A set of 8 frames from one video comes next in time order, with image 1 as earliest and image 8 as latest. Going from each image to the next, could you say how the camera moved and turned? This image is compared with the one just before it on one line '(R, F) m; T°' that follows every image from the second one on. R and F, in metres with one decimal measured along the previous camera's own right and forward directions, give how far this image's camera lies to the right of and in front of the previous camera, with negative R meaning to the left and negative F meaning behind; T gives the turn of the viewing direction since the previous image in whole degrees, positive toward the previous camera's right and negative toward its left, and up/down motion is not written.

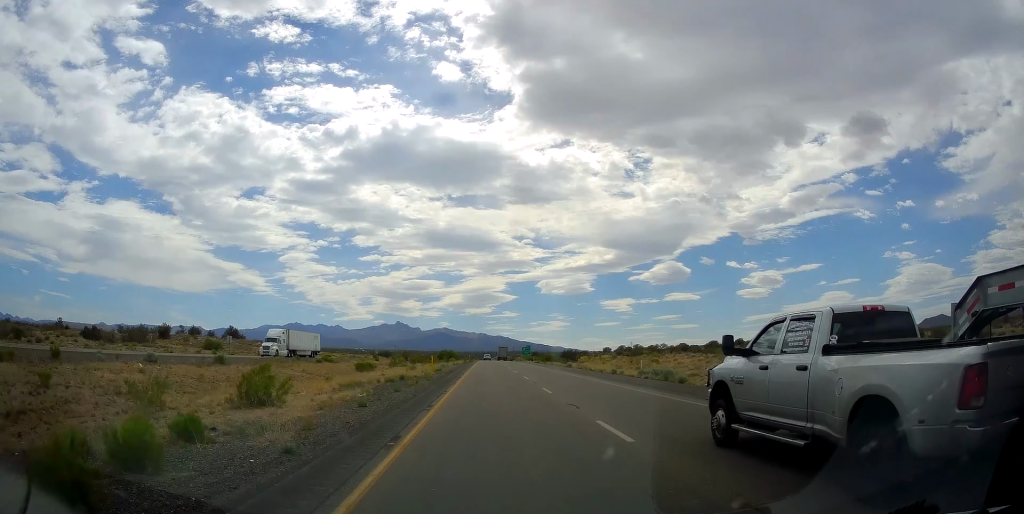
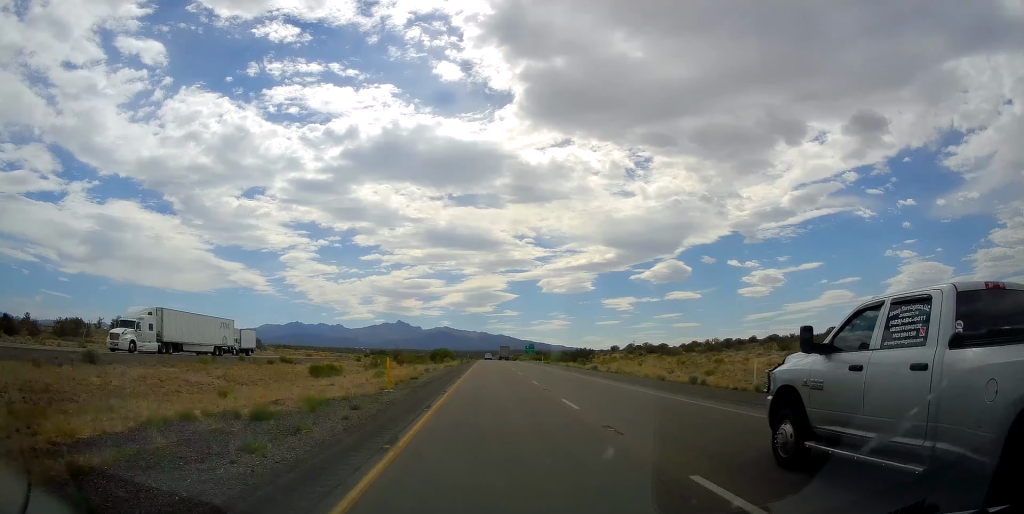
(0.0, +18.5) m; 0°
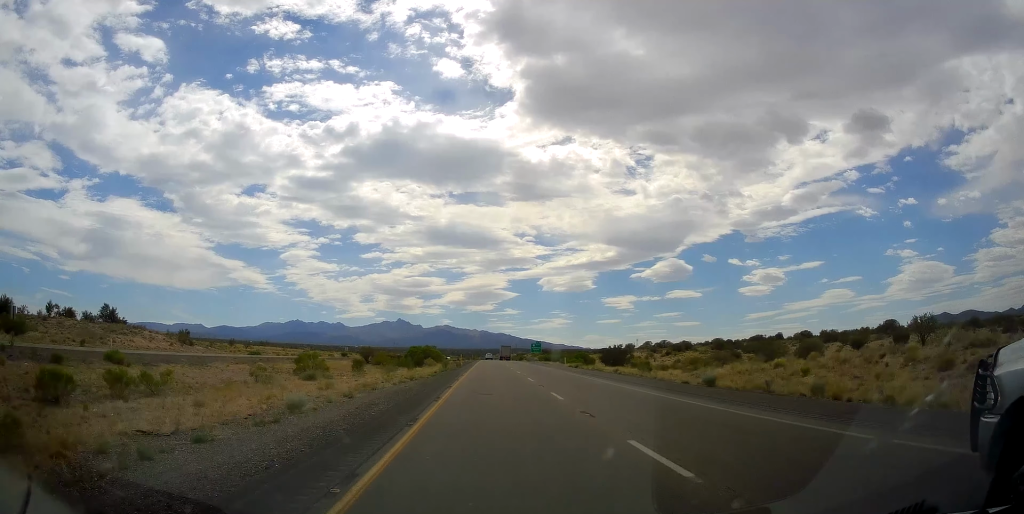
(0.0, +33.5) m; -1°
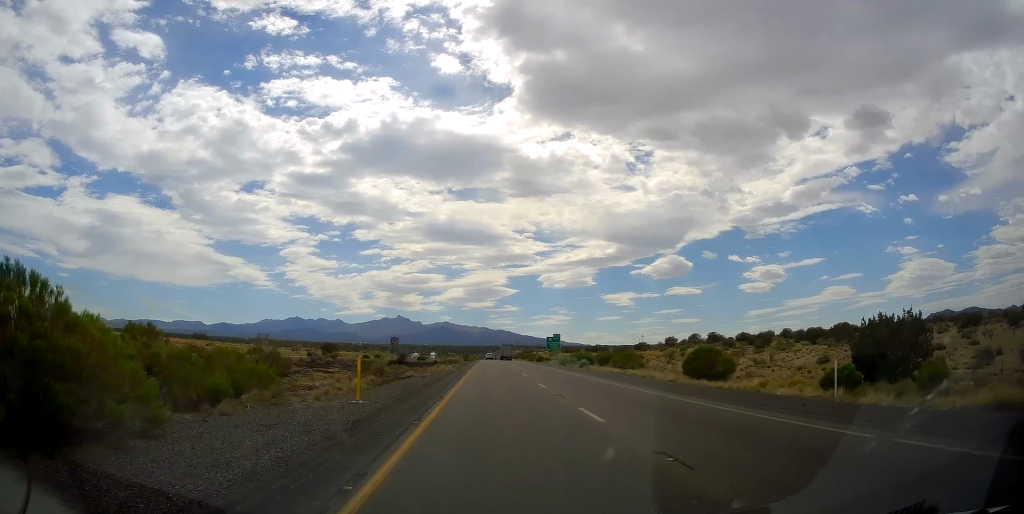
(-0.6, +66.9) m; 0°
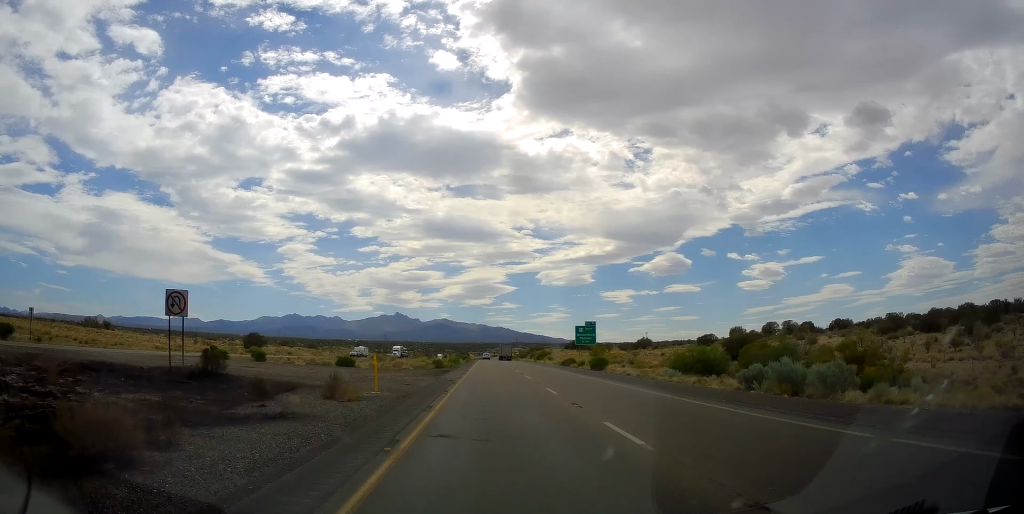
(+0.5, +64.3) m; -1°
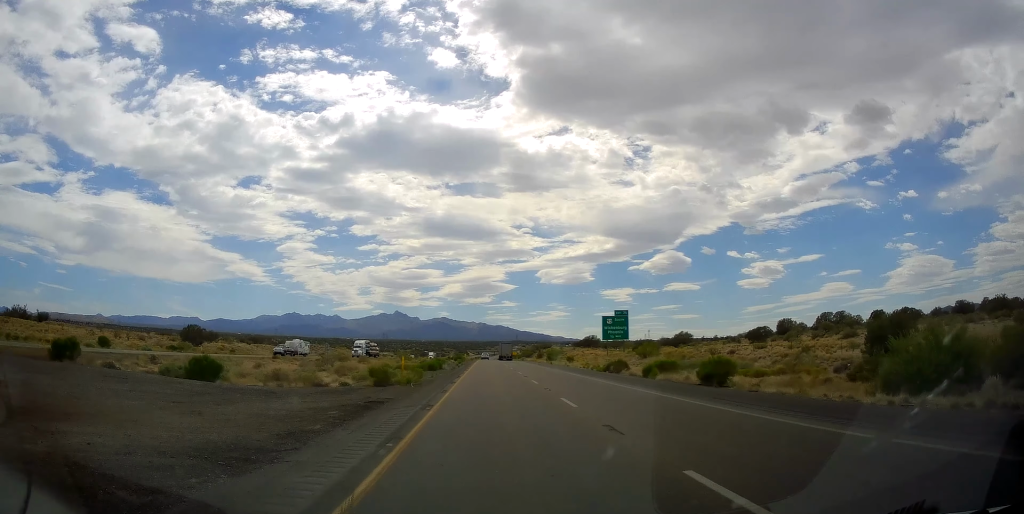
(-0.5, +29.5) m; 0°
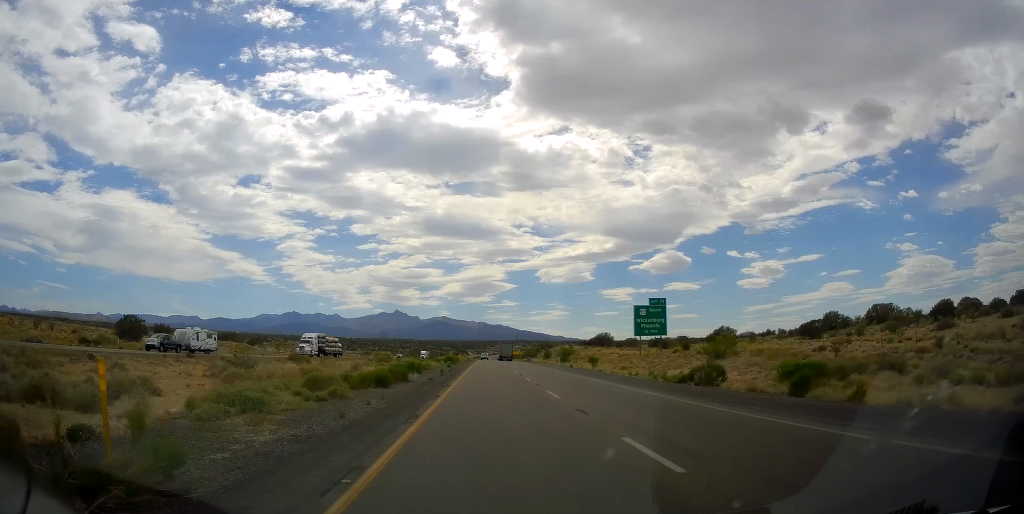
(+0.3, +21.0) m; 0°
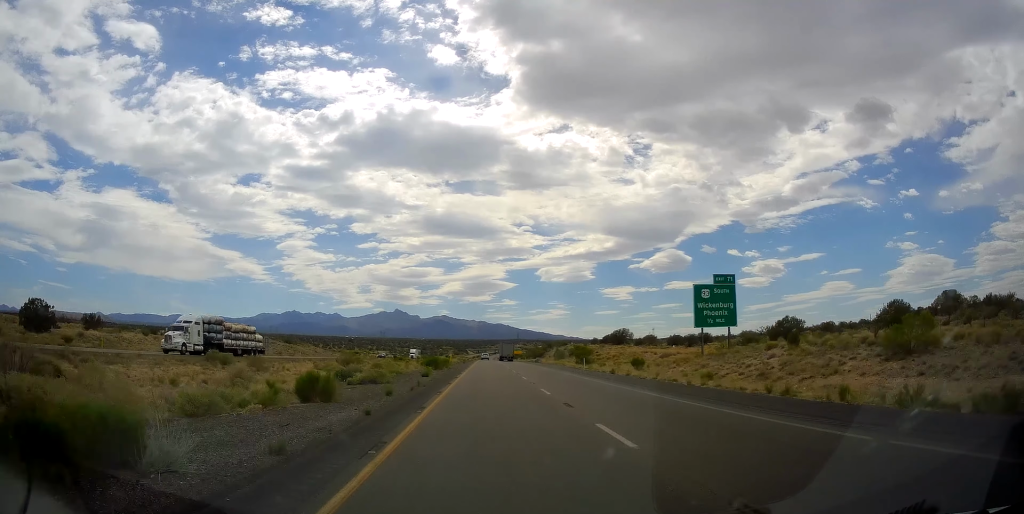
(+0.2, +22.2) m; +1°
